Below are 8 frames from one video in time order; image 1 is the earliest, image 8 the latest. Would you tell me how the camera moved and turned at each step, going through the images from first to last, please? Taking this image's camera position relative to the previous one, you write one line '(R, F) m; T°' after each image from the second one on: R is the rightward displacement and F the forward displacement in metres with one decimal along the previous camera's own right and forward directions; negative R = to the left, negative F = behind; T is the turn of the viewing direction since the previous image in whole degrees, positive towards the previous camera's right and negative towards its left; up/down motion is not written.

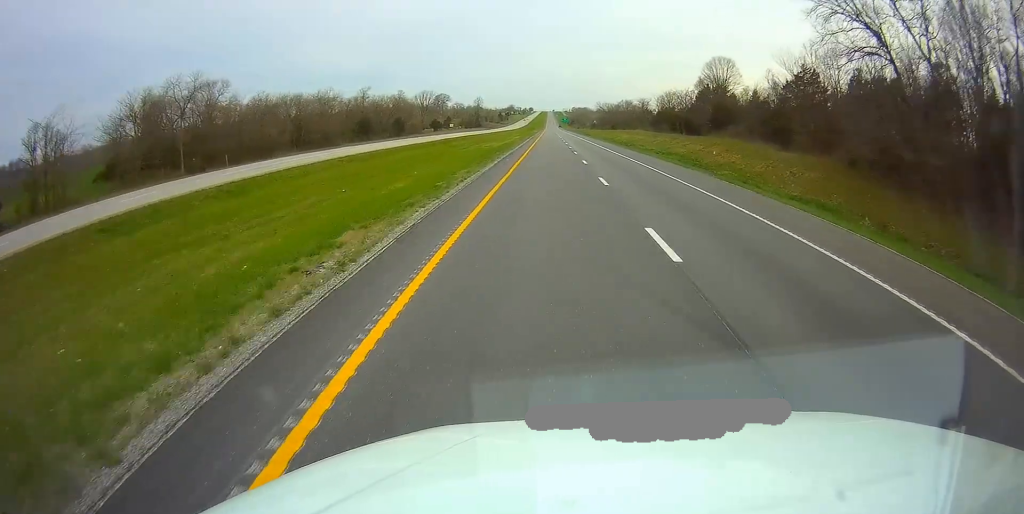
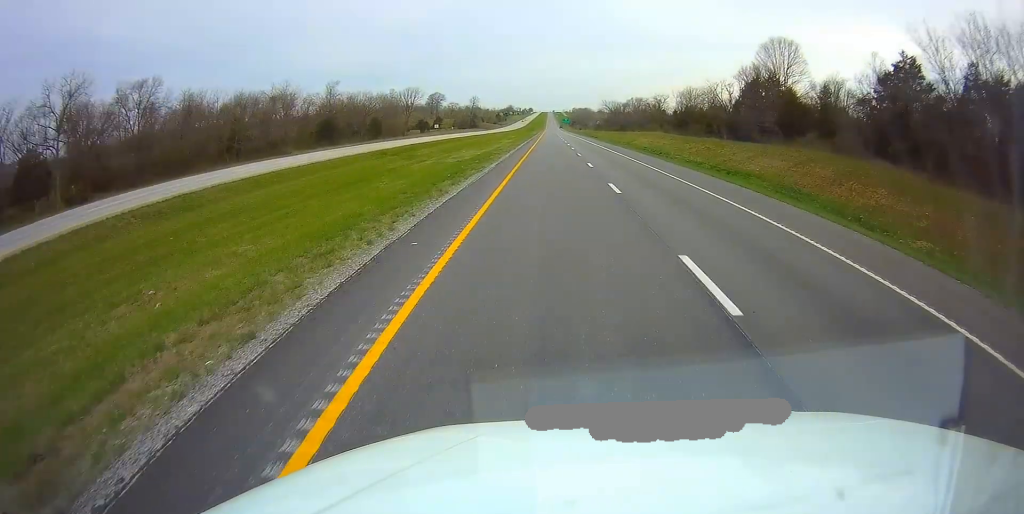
(0.0, +26.8) m; 0°
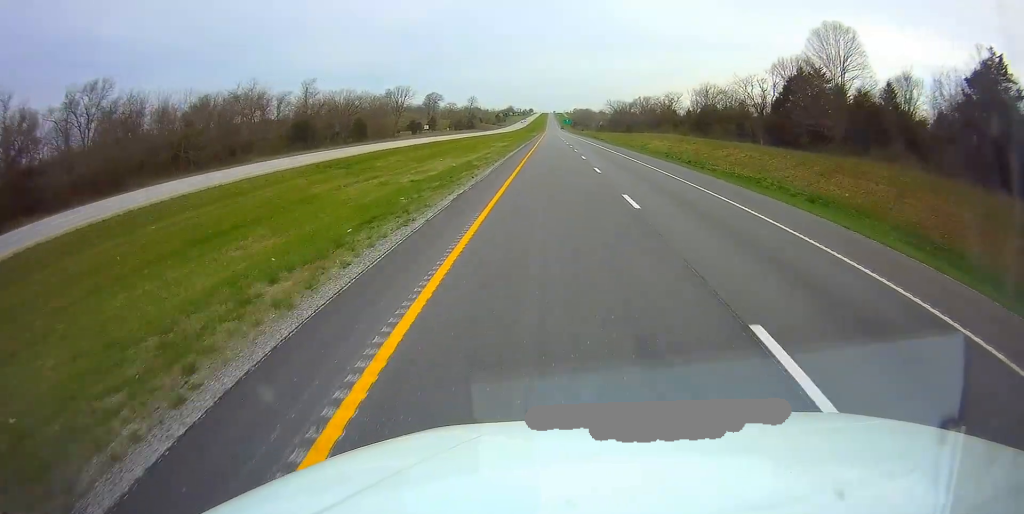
(0.0, +15.5) m; 0°
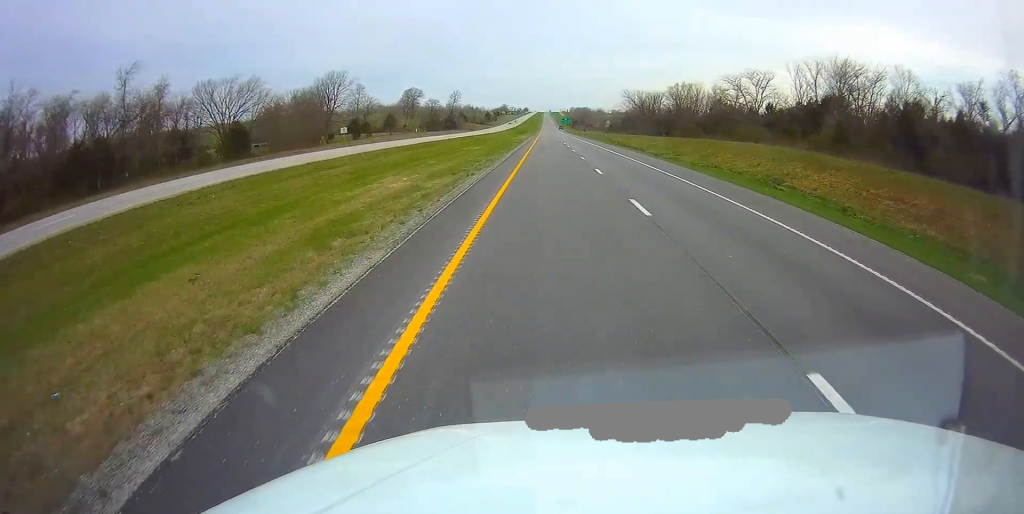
(-0.4, +62.0) m; 0°
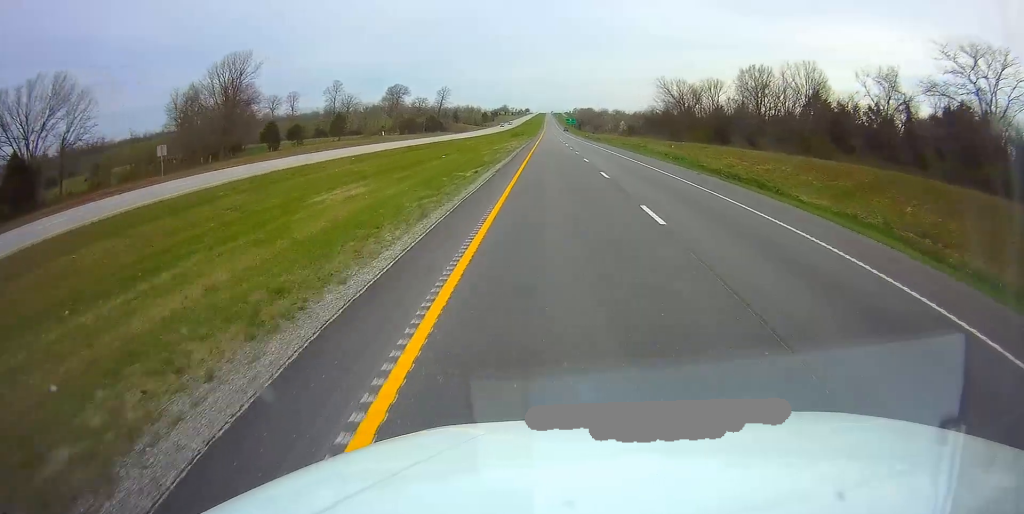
(+0.2, +49.7) m; 0°
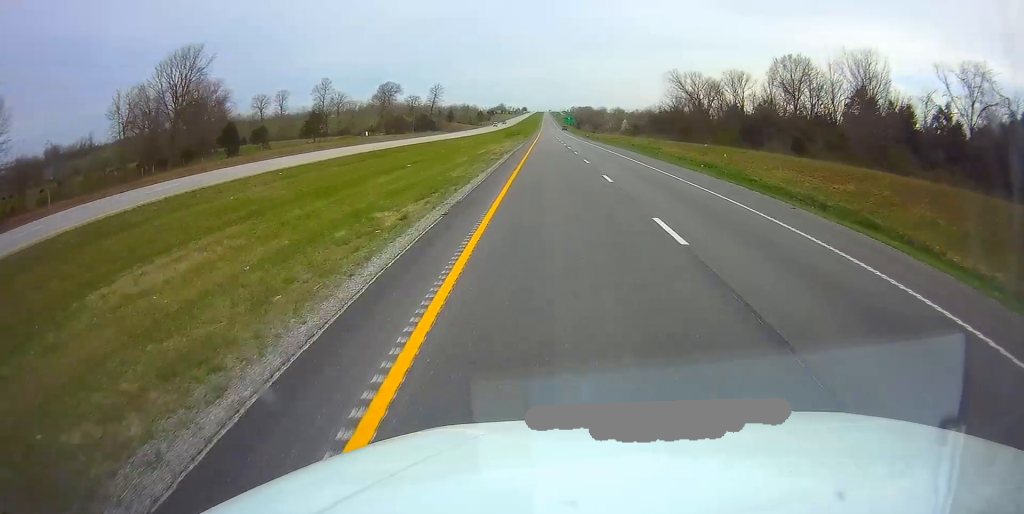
(0.0, +14.5) m; 0°
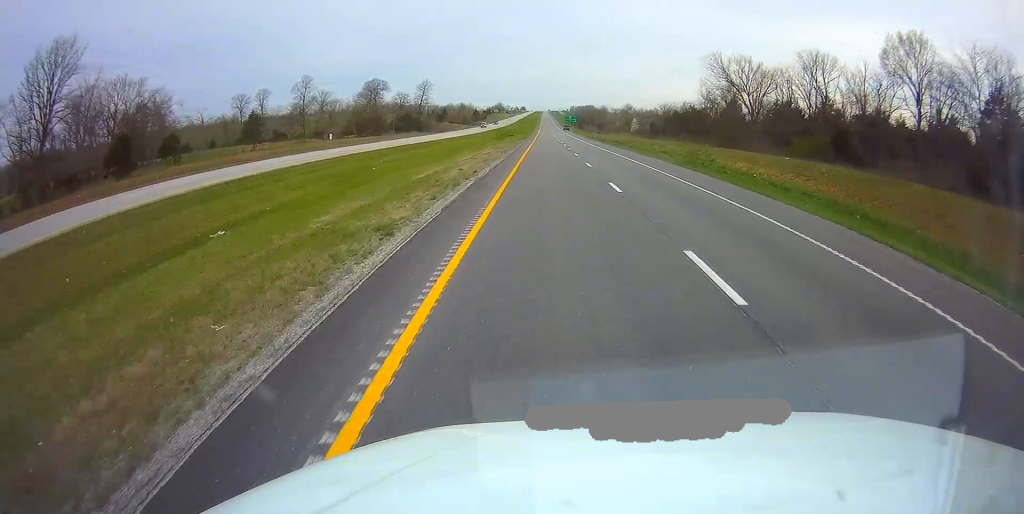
(0.0, +28.0) m; 0°
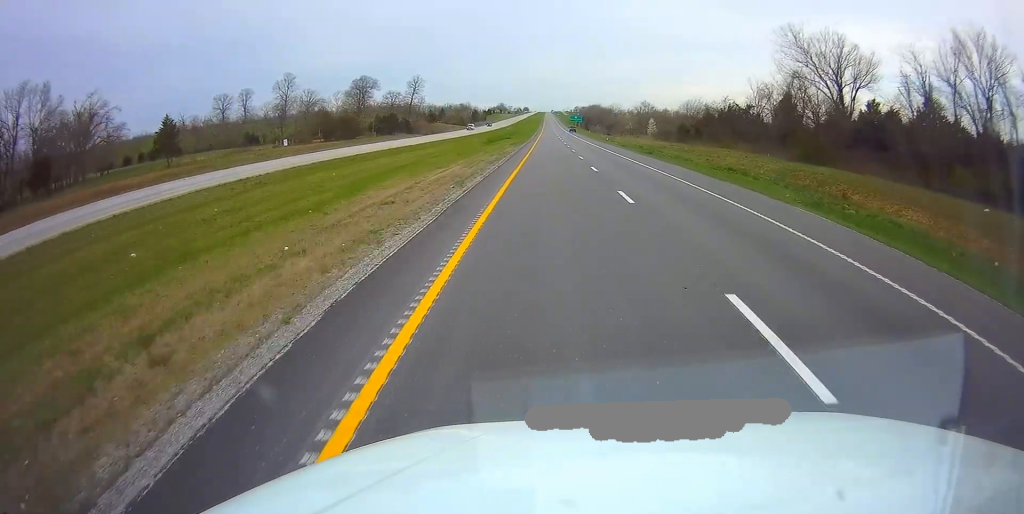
(0.0, +26.9) m; 0°
